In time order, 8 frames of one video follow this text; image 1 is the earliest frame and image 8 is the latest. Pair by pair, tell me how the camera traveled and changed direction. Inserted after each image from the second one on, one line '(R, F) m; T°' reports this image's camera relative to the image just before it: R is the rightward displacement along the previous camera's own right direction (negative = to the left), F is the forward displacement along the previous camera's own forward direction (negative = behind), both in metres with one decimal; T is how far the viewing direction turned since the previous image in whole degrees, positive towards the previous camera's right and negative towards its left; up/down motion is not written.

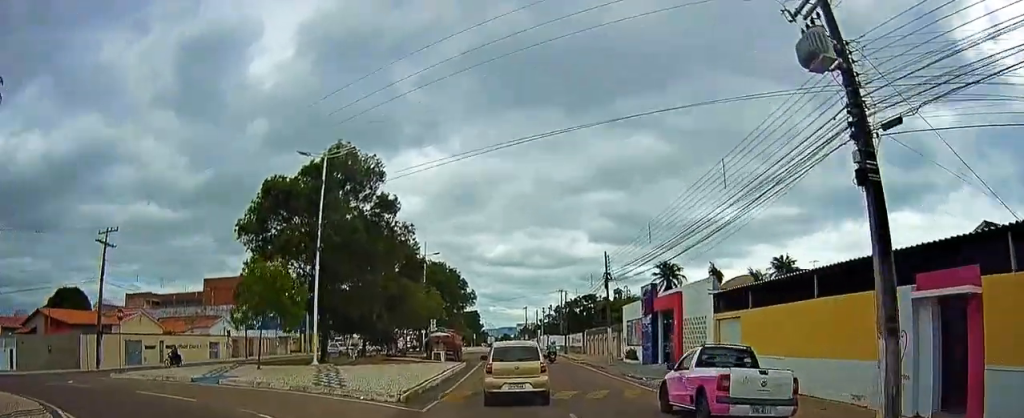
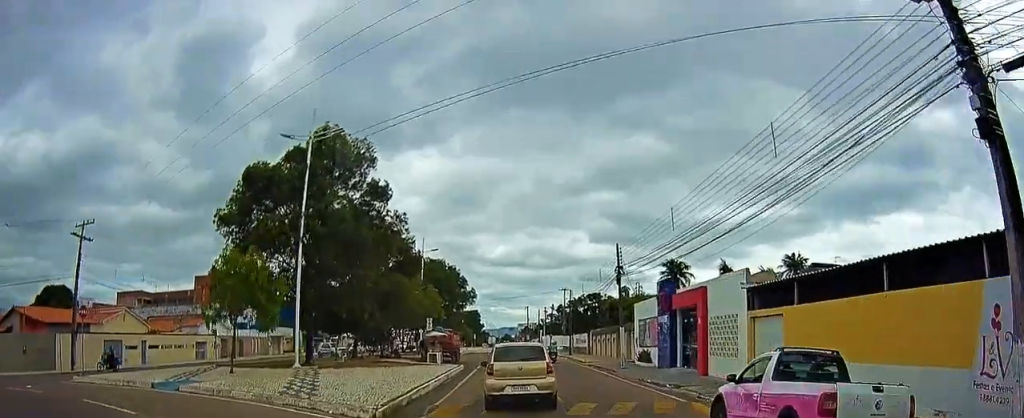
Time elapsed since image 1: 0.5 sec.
(0.0, +3.2) m; 0°
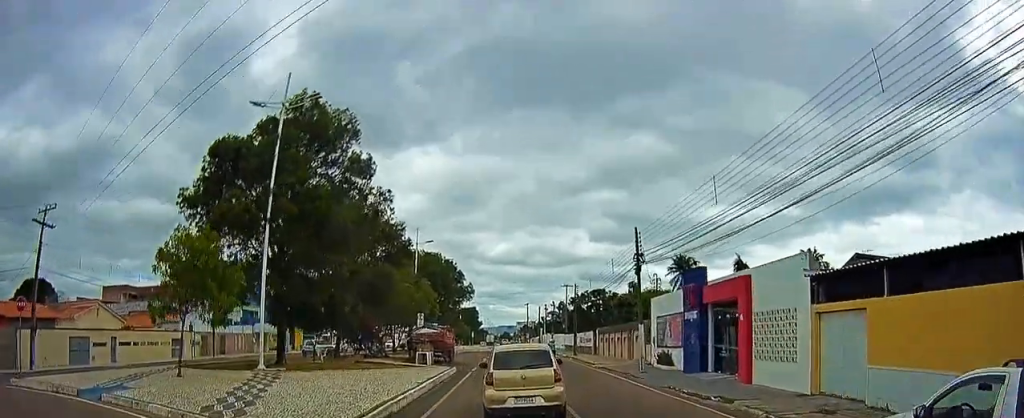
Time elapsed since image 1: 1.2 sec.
(+0.1, +5.0) m; -2°
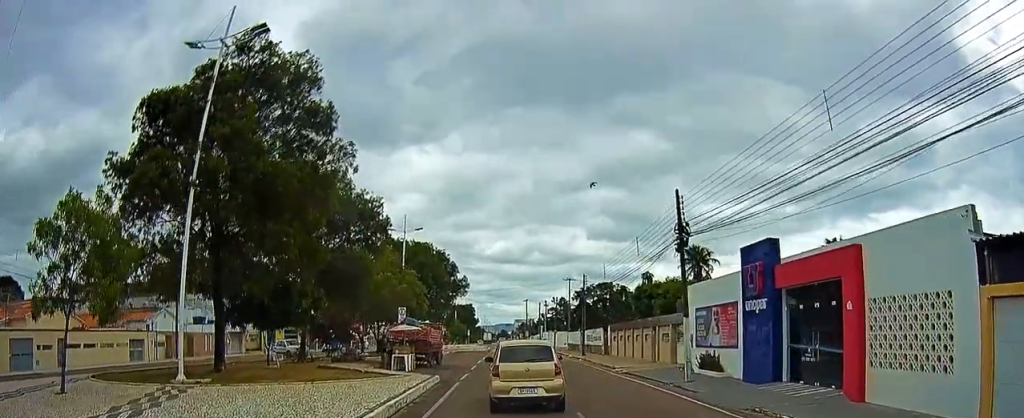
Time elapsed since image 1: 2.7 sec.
(-0.5, +9.7) m; -4°
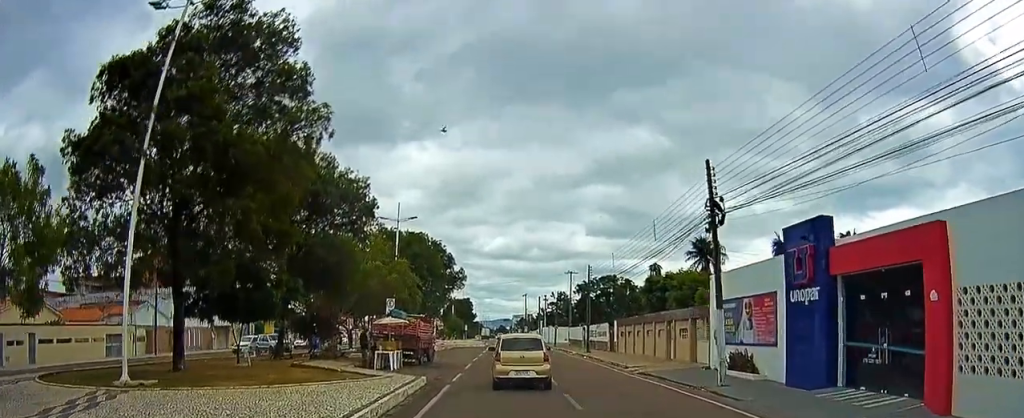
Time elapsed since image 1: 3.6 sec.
(-0.1, +5.5) m; 0°
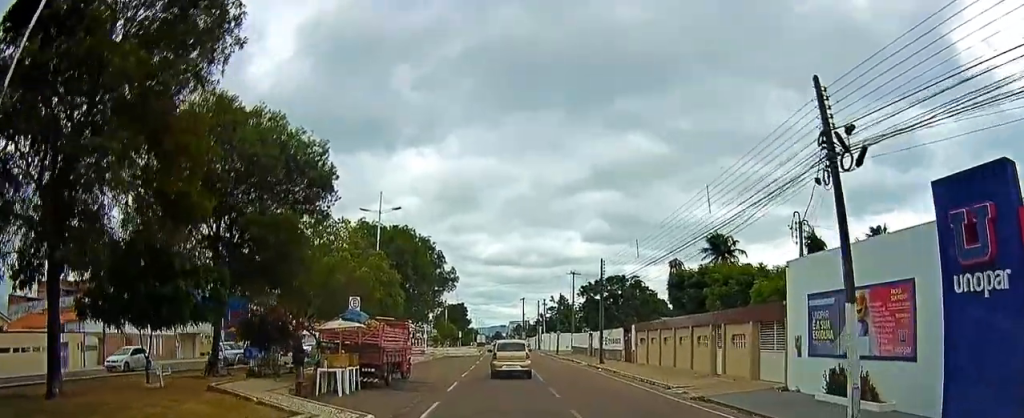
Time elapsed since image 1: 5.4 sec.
(+0.3, +8.1) m; +2°
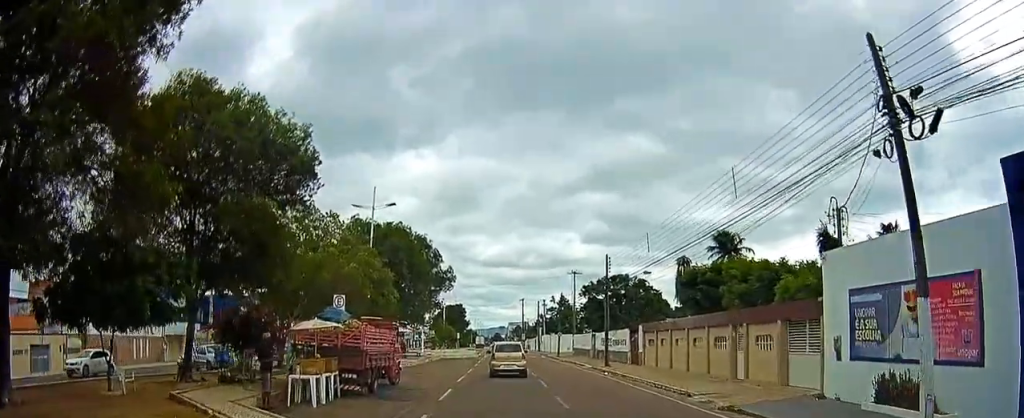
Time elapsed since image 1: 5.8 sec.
(-0.2, +2.0) m; 0°
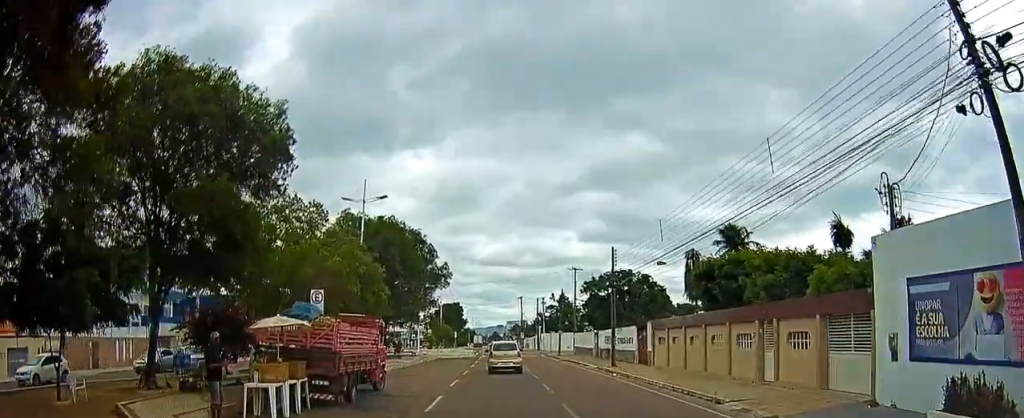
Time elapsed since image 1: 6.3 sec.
(-0.1, +2.1) m; 0°
